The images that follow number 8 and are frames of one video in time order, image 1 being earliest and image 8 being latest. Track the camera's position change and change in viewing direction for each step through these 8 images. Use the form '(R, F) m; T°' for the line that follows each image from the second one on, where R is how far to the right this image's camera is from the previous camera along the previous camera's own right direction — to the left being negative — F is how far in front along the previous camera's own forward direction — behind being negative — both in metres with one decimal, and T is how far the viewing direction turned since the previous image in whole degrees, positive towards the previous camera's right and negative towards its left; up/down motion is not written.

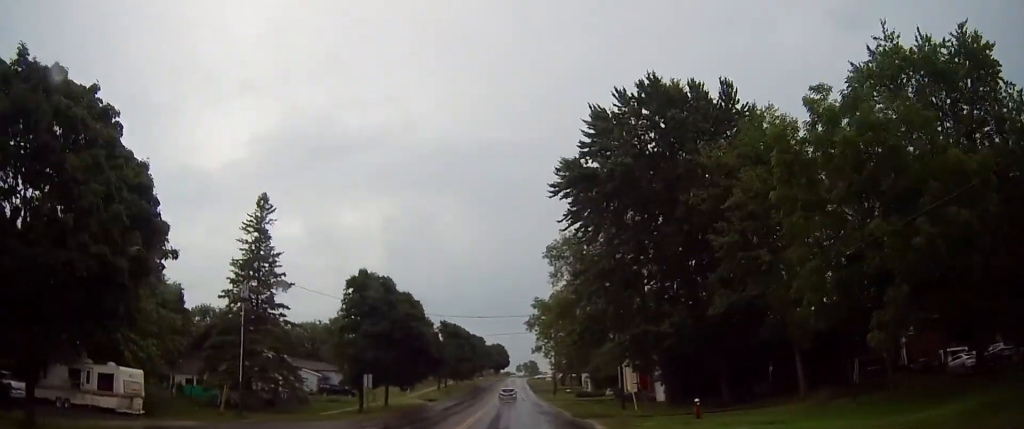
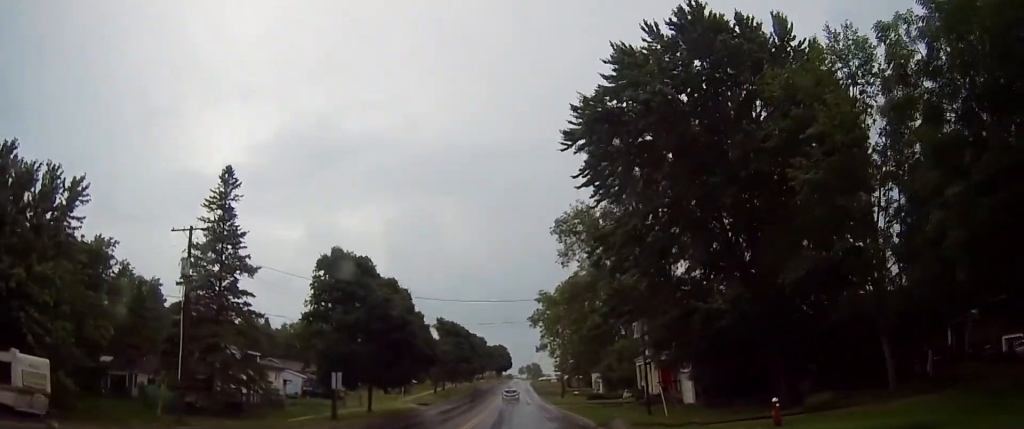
(-0.1, +9.1) m; -1°
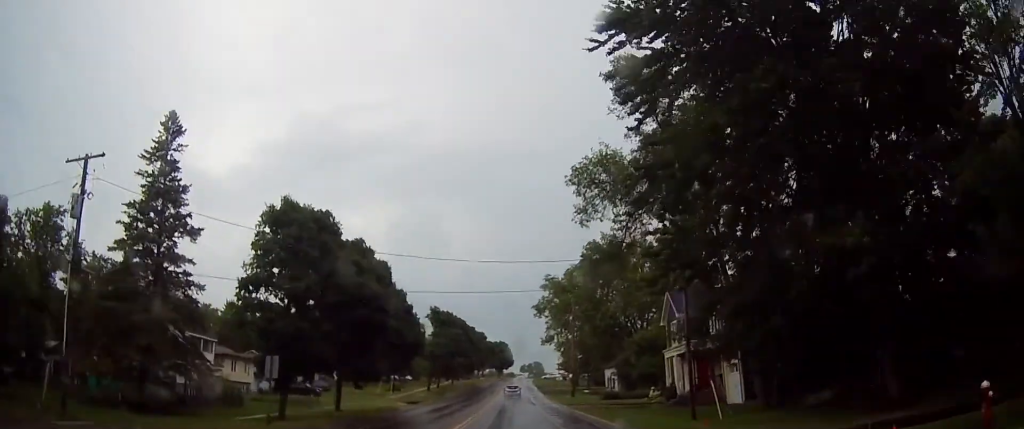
(0.0, +10.9) m; 0°
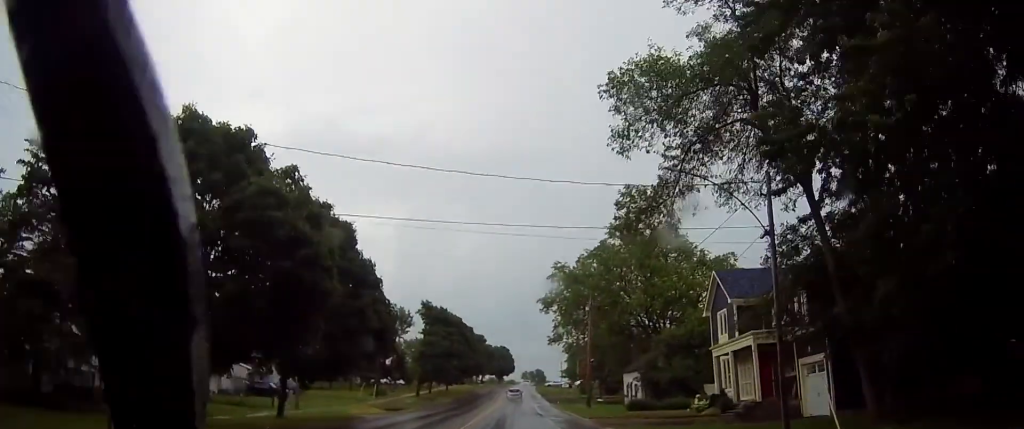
(-0.1, +12.1) m; 0°
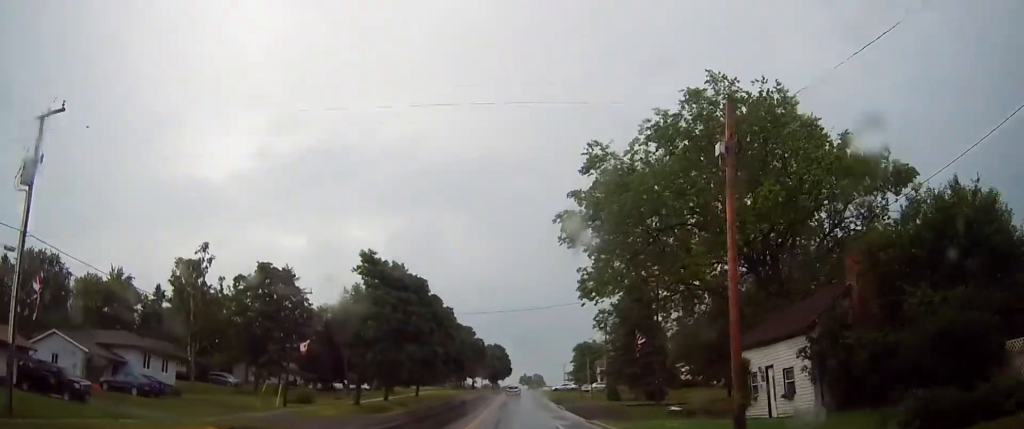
(+0.3, +33.4) m; +1°
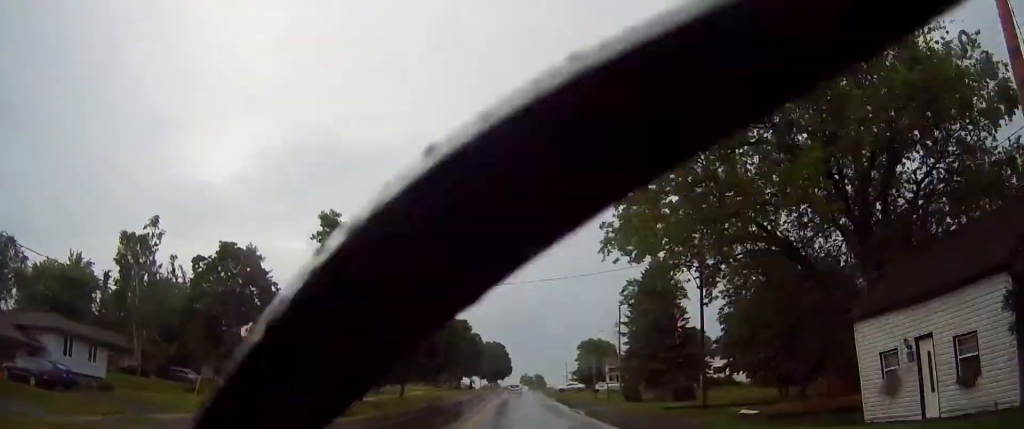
(0.0, +11.7) m; 0°
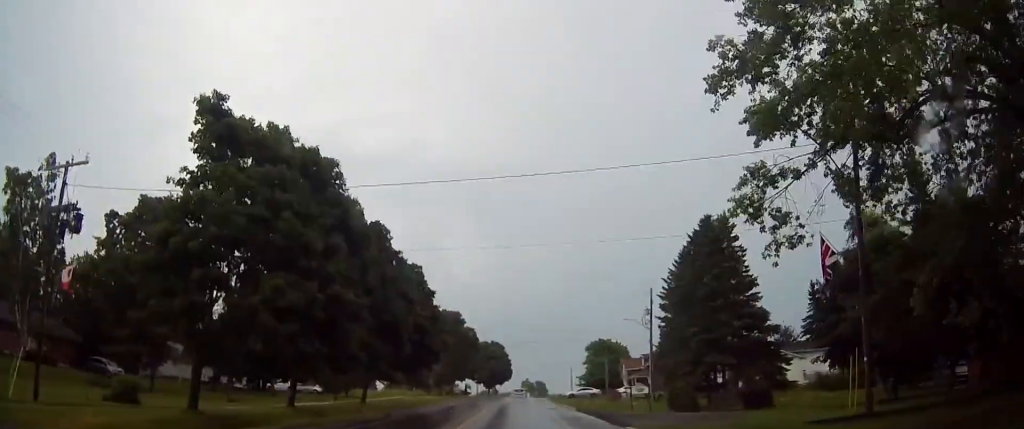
(-0.2, +18.1) m; 0°
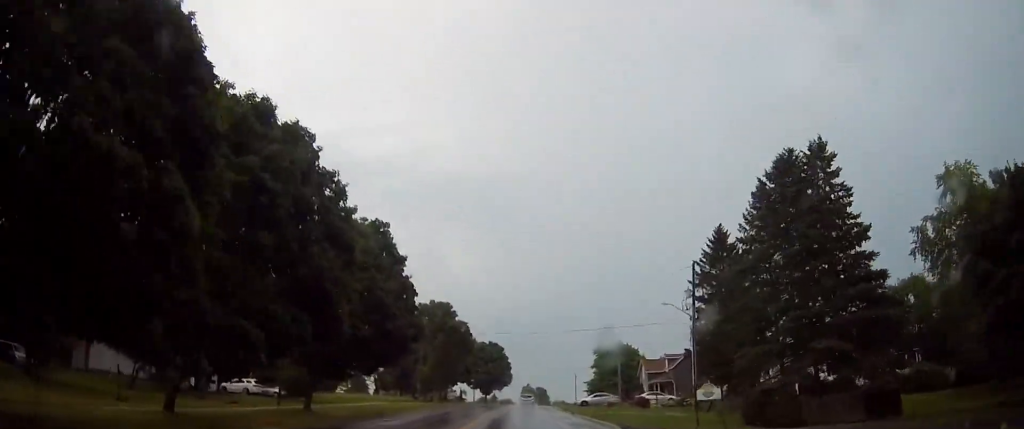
(+0.1, +14.9) m; 0°
